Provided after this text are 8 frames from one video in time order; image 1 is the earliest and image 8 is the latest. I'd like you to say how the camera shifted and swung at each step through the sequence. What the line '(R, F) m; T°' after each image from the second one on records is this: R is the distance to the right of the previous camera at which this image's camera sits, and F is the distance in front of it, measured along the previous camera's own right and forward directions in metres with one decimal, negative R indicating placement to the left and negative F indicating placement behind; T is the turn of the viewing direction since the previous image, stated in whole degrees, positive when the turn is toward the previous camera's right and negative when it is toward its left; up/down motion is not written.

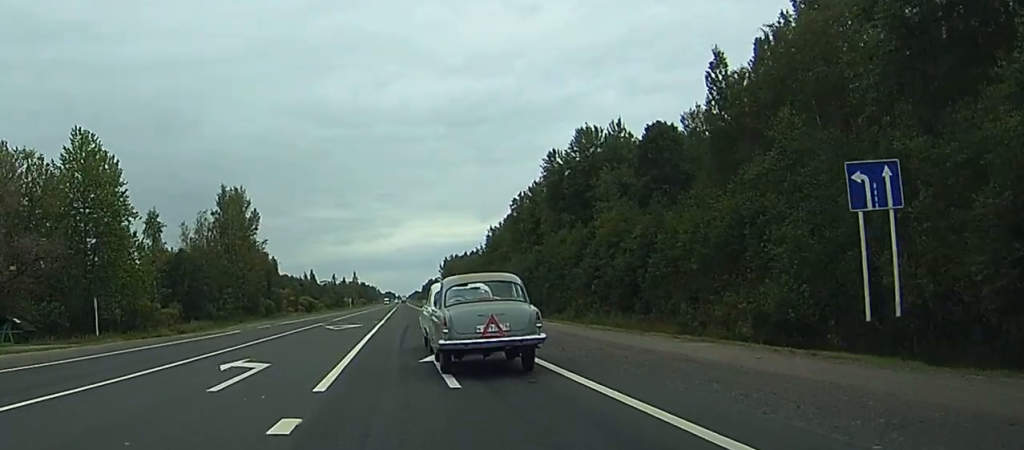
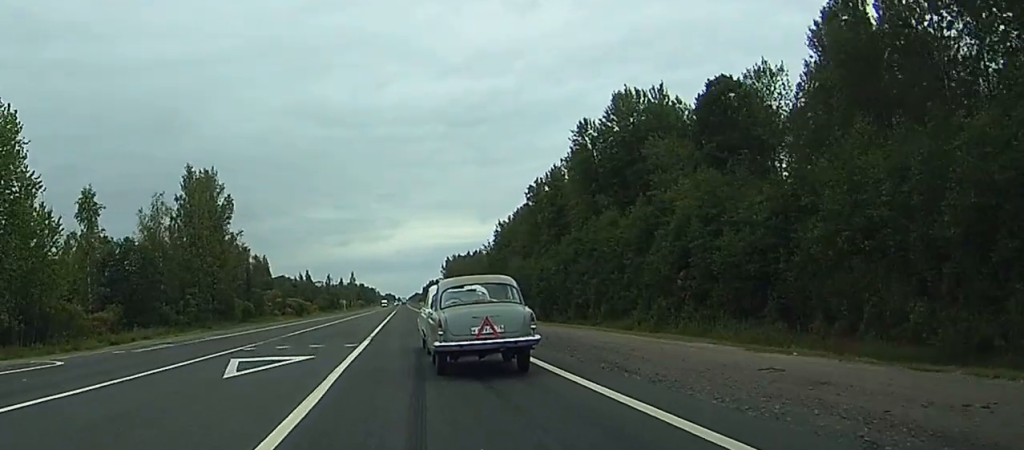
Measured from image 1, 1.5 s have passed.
(+0.1, +25.4) m; 0°
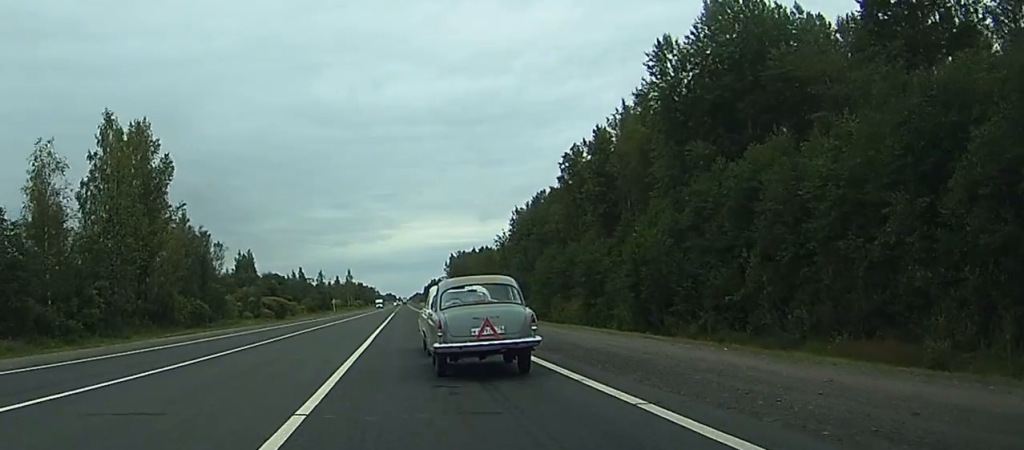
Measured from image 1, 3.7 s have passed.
(+0.1, +38.2) m; 0°
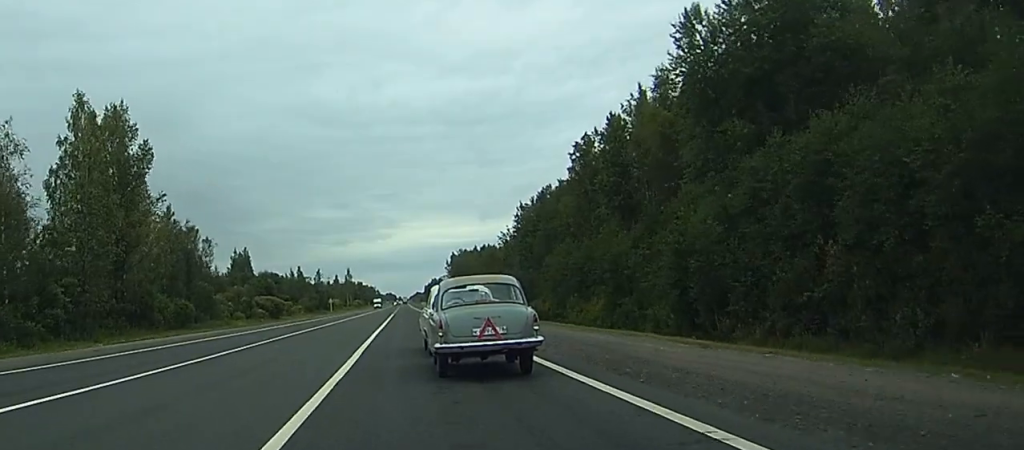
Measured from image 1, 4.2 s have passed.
(0.0, +8.8) m; 0°
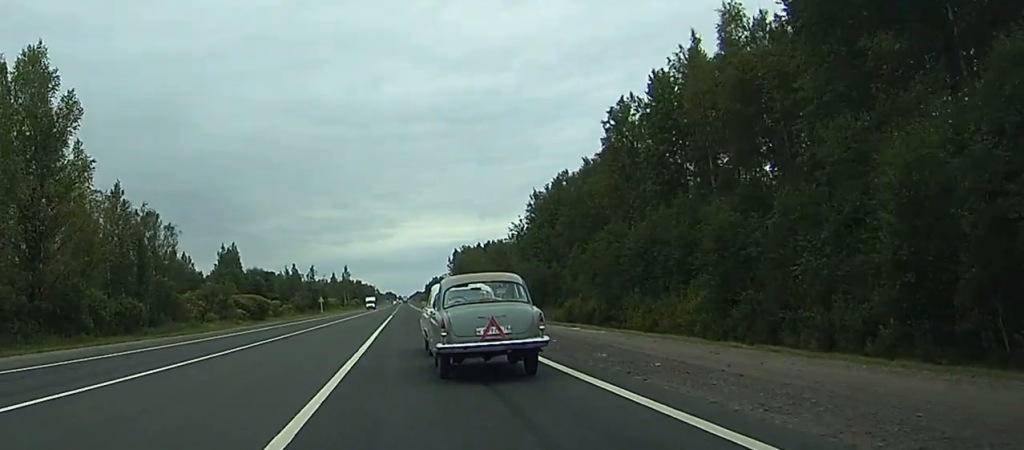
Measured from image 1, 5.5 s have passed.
(-0.1, +22.3) m; -1°
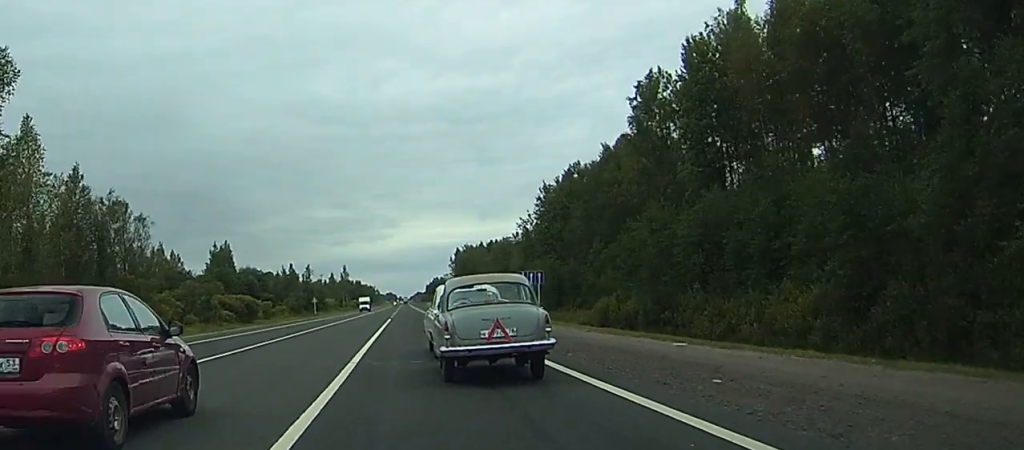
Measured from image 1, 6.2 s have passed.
(0.0, +13.0) m; 0°
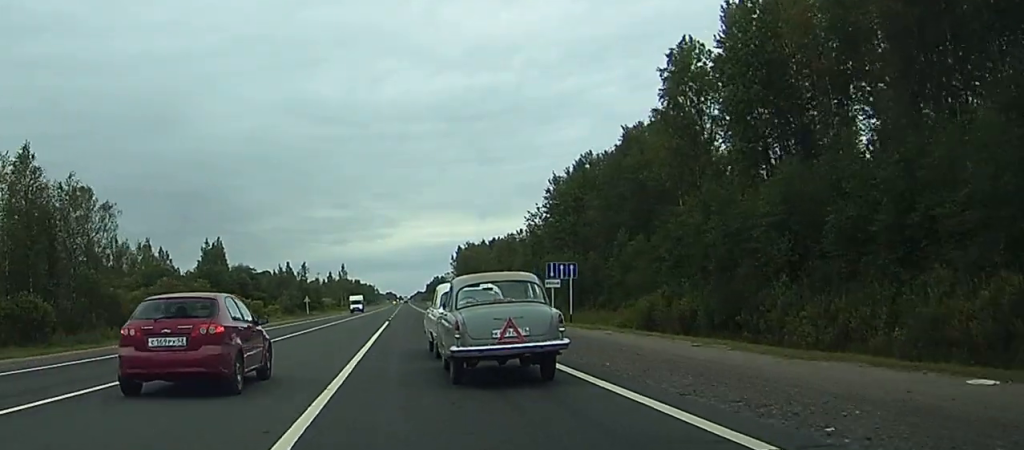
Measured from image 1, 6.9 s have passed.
(0.0, +12.0) m; 0°
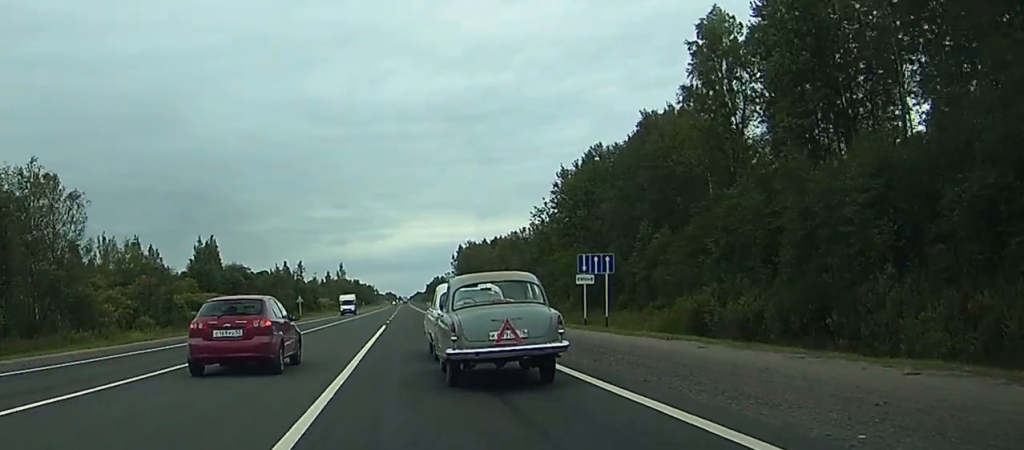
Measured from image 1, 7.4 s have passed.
(0.0, +9.0) m; 0°
